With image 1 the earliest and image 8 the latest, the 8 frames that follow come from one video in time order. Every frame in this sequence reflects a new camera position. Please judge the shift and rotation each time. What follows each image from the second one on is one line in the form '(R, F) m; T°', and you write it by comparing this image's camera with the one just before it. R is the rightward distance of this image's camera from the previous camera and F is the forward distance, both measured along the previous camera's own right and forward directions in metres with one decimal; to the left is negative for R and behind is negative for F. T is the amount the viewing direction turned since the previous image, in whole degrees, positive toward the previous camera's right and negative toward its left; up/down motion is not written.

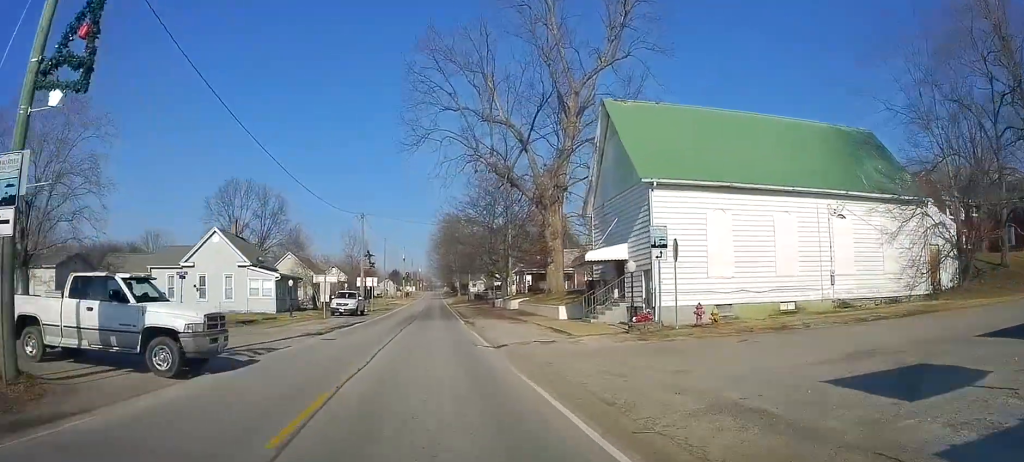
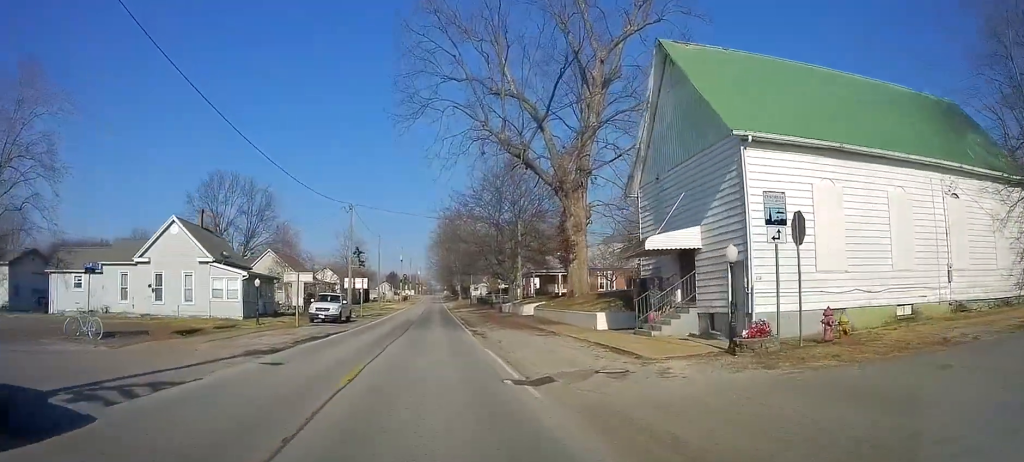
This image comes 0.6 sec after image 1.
(-0.1, +7.5) m; +3°
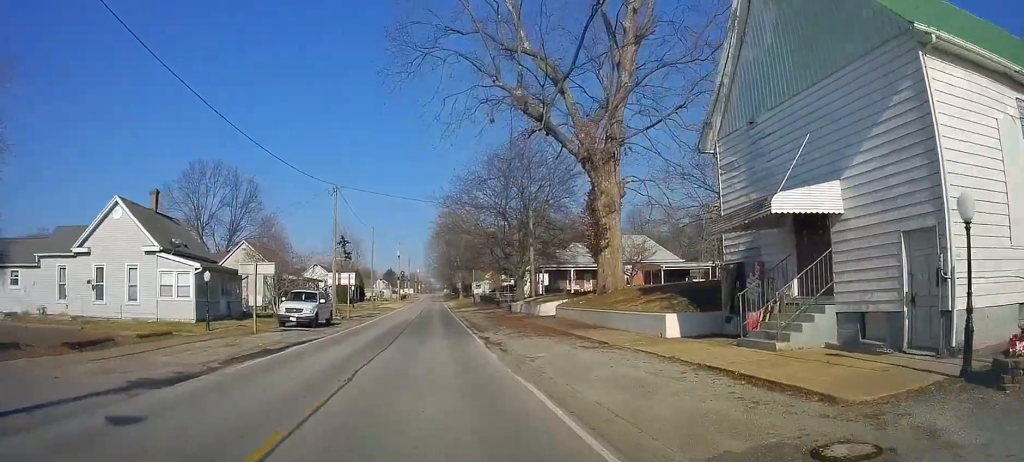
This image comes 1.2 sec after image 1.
(+0.2, +7.3) m; +1°
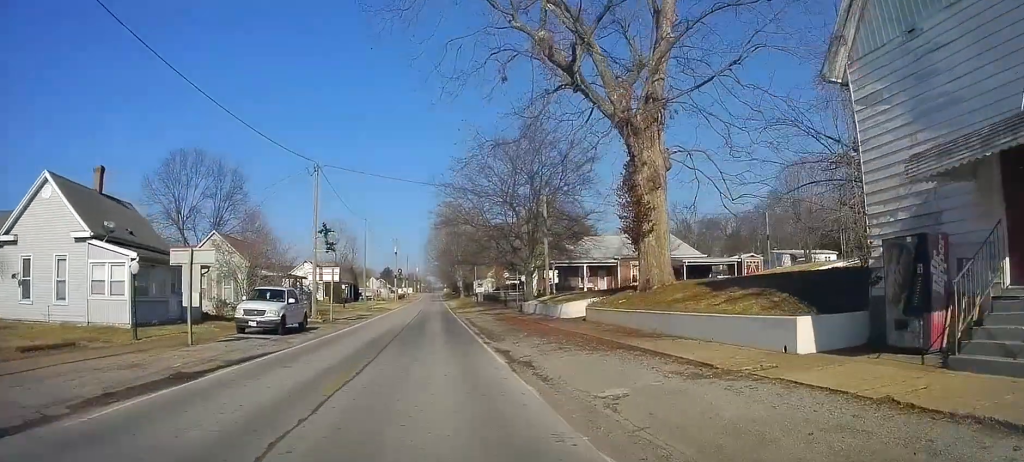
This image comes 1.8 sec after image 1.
(+0.5, +6.5) m; 0°
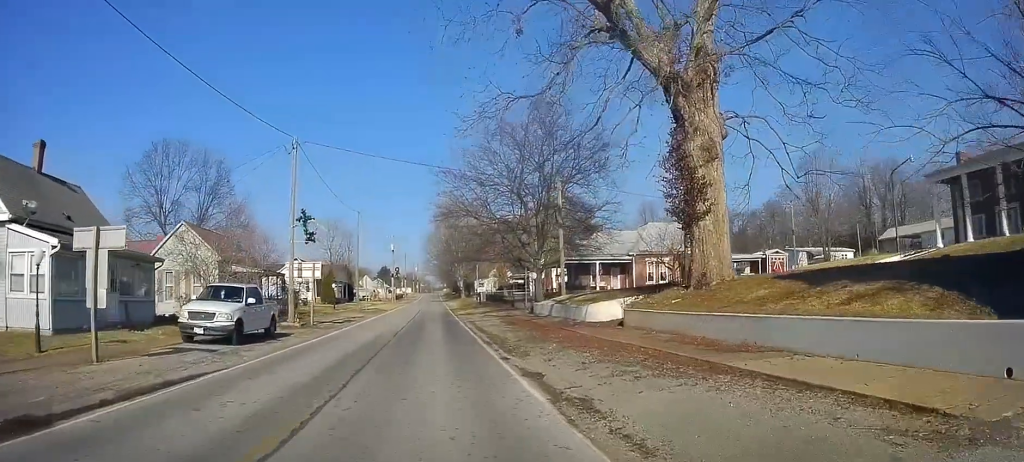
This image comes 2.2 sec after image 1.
(-0.1, +5.4) m; -1°
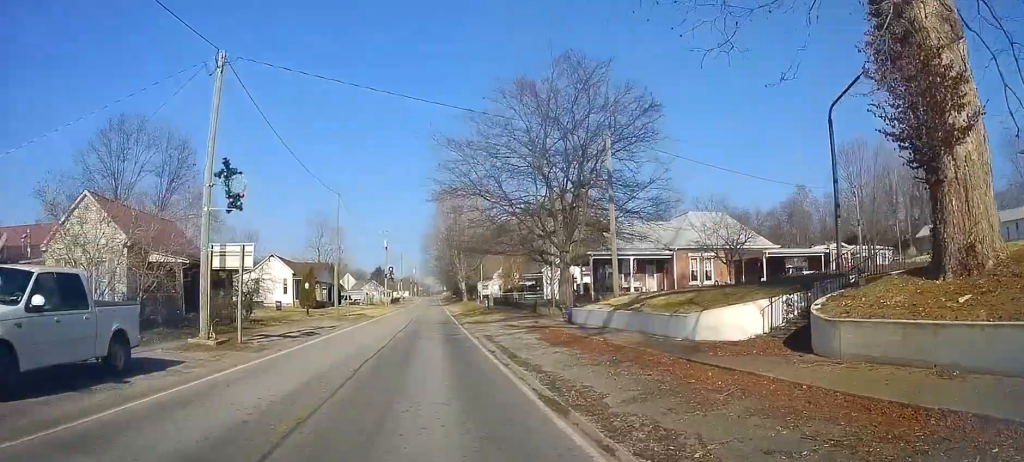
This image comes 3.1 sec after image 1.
(-0.5, +11.1) m; -3°
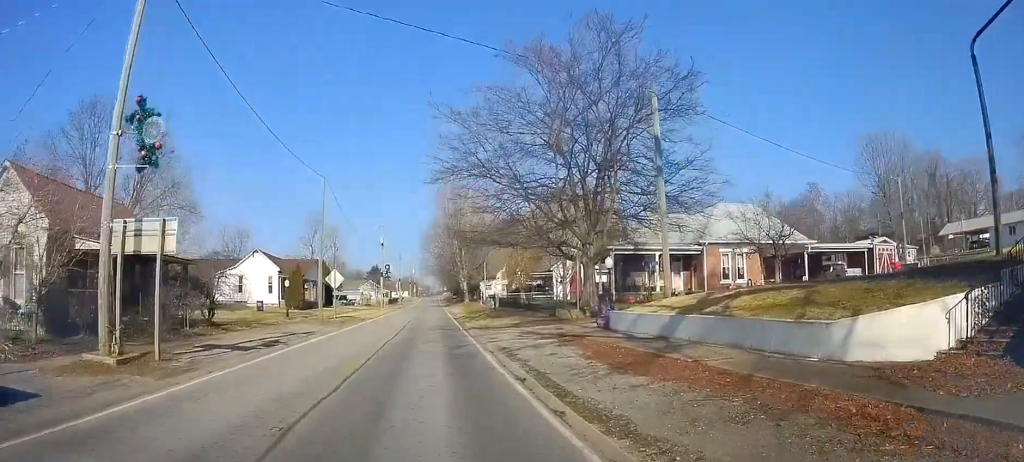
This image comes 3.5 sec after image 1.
(0.0, +6.0) m; 0°
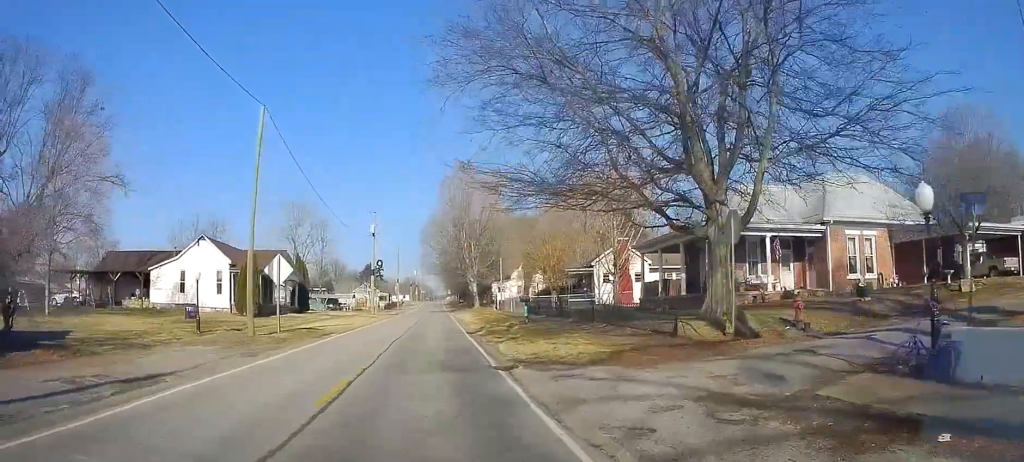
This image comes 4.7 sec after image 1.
(0.0, +15.2) m; 0°
